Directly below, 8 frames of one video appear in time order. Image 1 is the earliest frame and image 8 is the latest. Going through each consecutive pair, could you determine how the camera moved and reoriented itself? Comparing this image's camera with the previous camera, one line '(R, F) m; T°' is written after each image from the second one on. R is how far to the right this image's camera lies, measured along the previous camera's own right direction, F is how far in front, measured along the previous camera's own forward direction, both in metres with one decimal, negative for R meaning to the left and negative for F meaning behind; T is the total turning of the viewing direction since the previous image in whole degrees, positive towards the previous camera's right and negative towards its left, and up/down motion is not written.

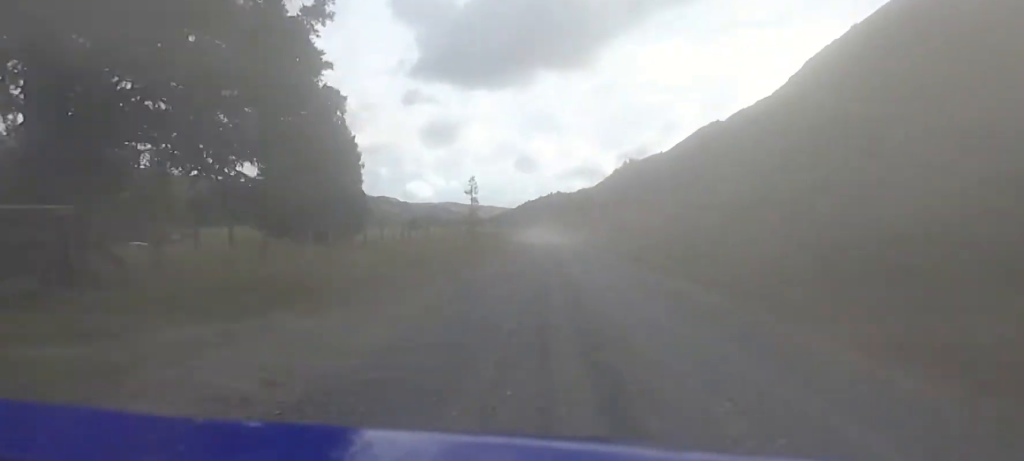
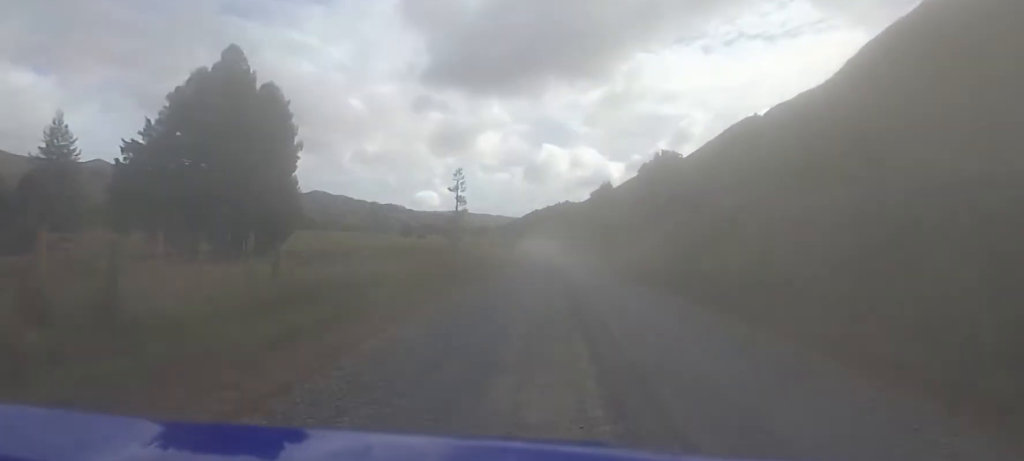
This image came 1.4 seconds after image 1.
(-0.1, +31.9) m; -1°
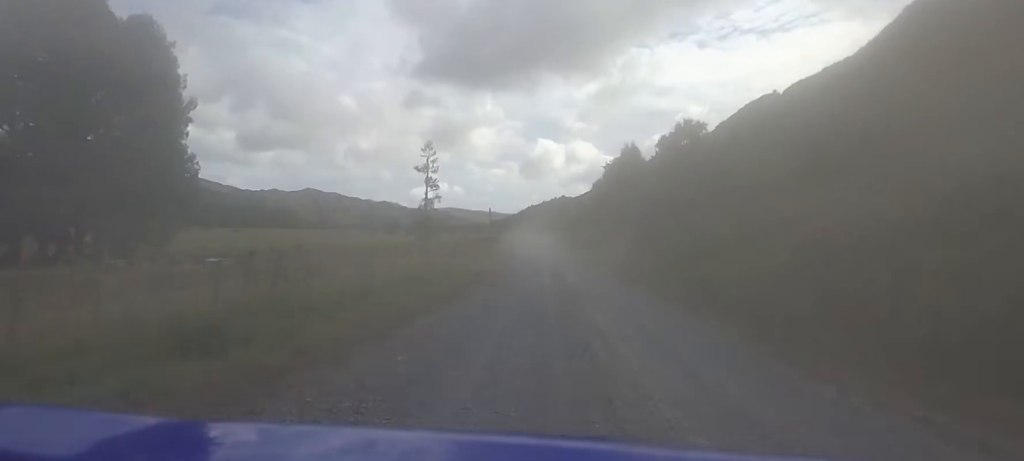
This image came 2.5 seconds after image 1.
(-0.4, +23.0) m; +1°
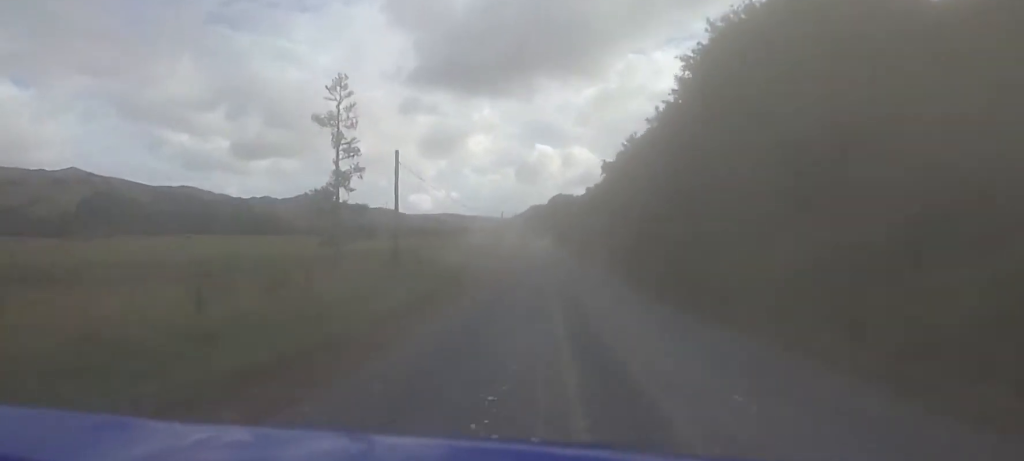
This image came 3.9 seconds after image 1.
(+0.4, +33.5) m; 0°
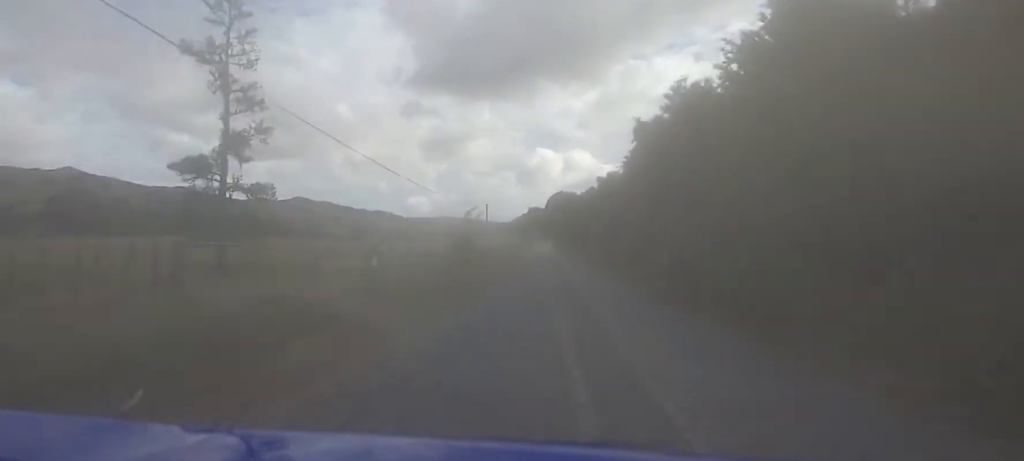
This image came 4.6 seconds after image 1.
(-0.3, +16.5) m; 0°
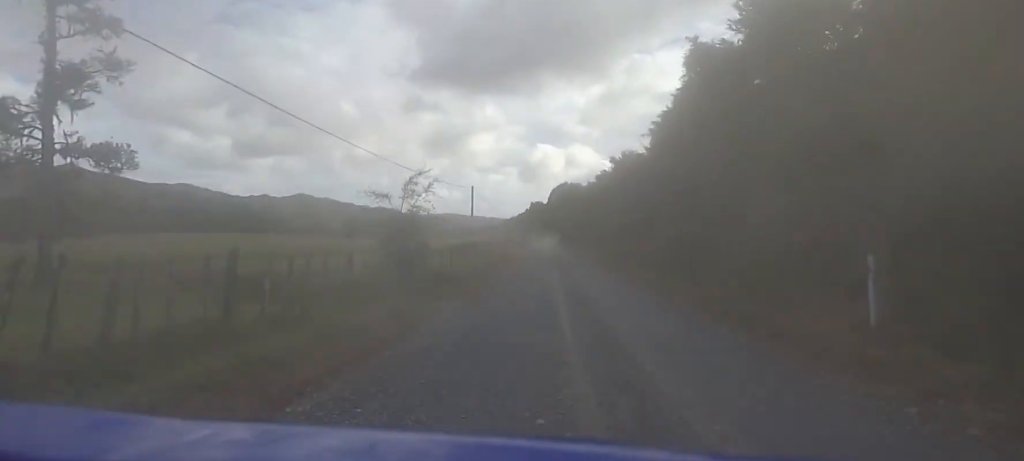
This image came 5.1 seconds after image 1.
(+0.5, +11.3) m; +1°
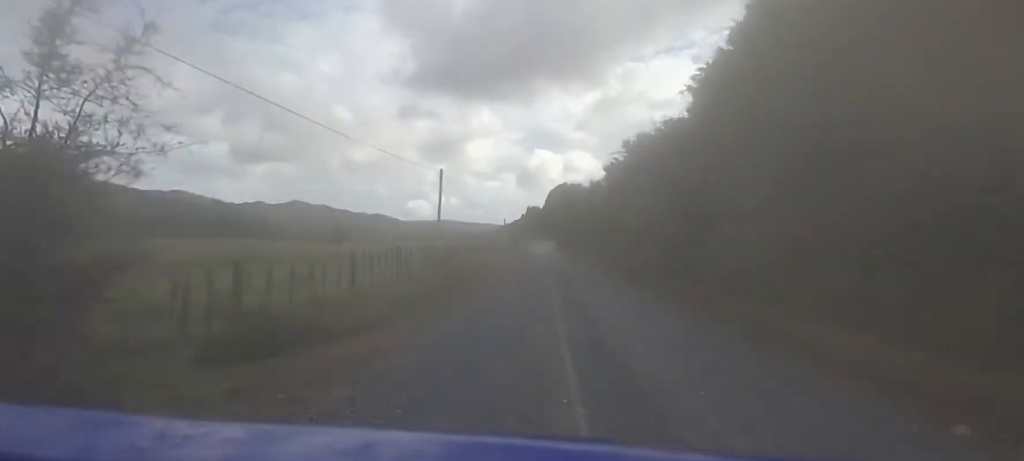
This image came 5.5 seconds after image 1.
(+0.2, +10.5) m; 0°
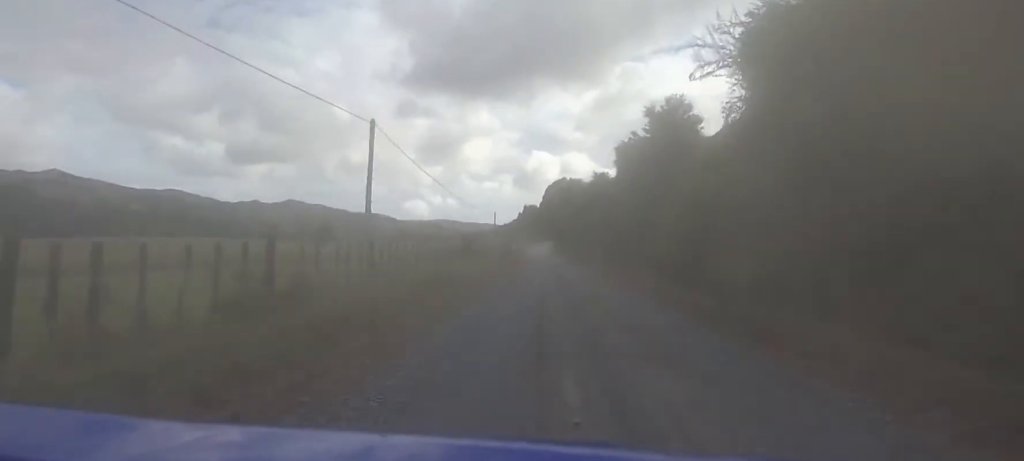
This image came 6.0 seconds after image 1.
(-0.2, +10.8) m; -1°
